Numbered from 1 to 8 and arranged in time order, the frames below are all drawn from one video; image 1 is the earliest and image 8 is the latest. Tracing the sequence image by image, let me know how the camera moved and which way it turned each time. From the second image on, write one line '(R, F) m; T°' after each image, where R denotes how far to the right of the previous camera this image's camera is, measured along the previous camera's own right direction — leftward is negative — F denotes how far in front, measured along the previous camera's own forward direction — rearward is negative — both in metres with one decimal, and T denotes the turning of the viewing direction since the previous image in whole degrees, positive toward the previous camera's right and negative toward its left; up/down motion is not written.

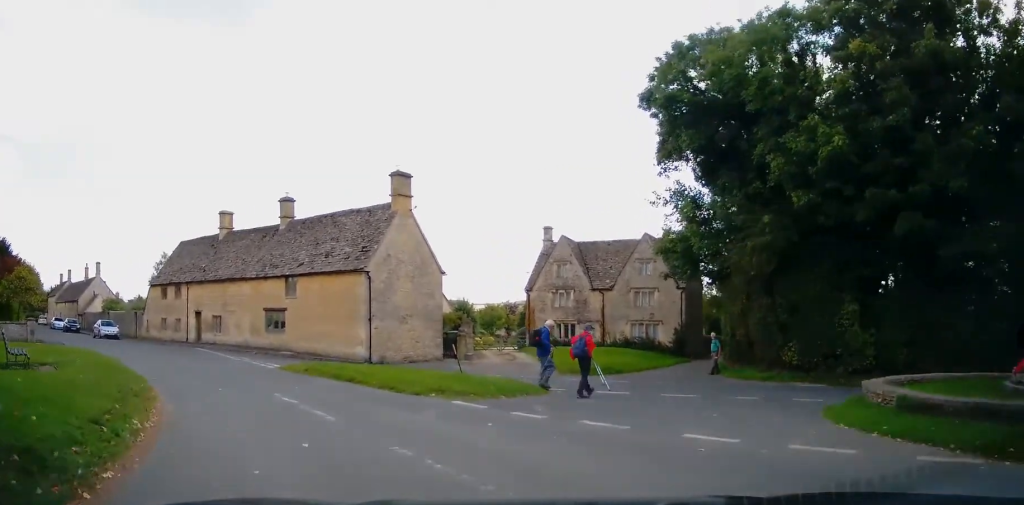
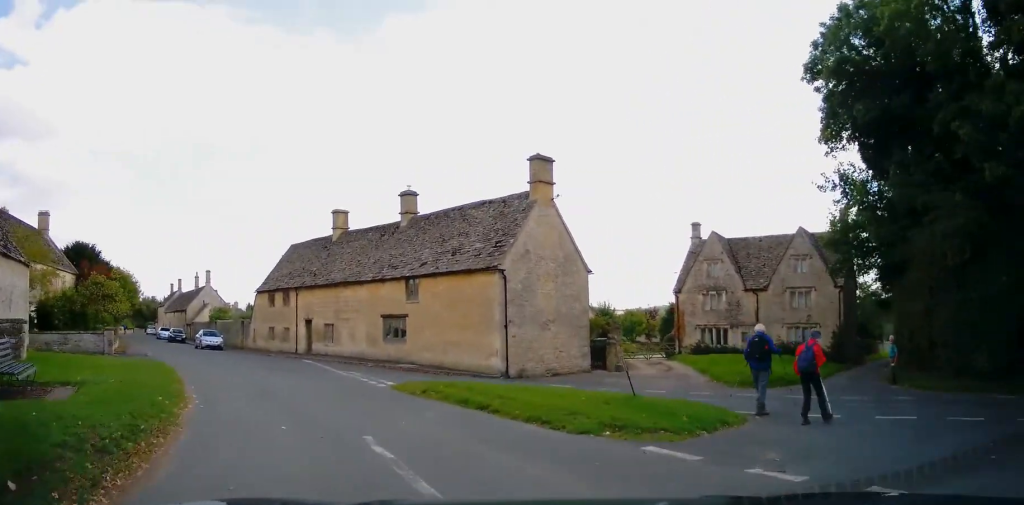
(-0.3, +3.4) m; -11°
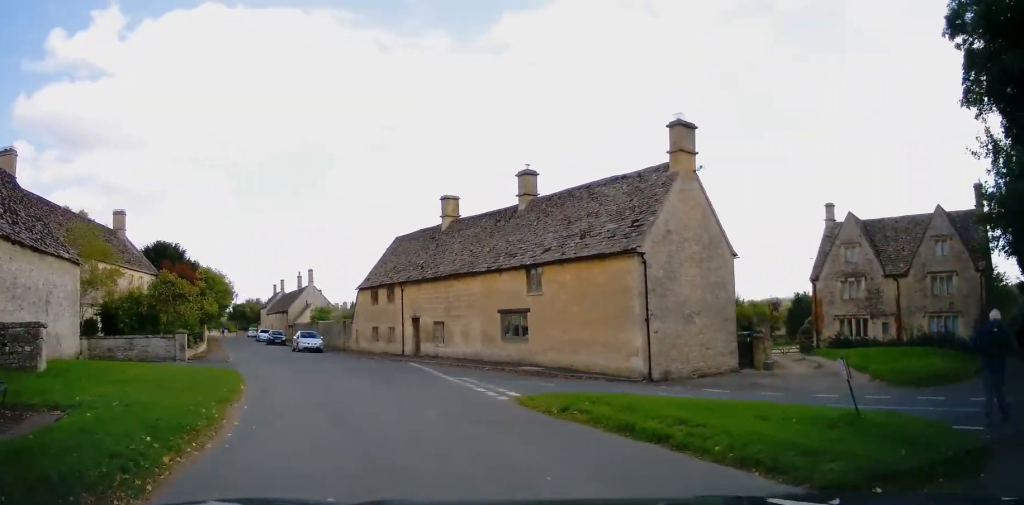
(-0.3, +3.0) m; -9°
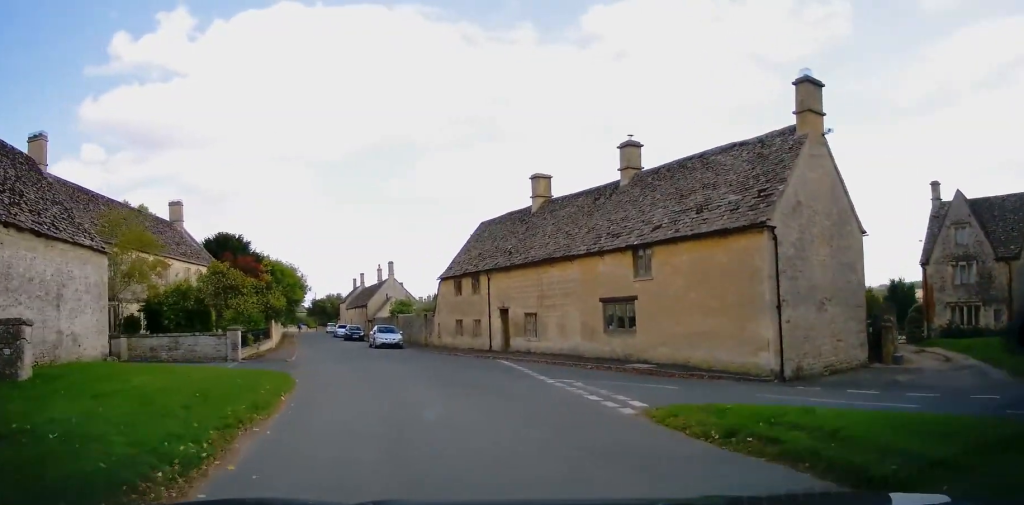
(-0.1, +2.7) m; -7°
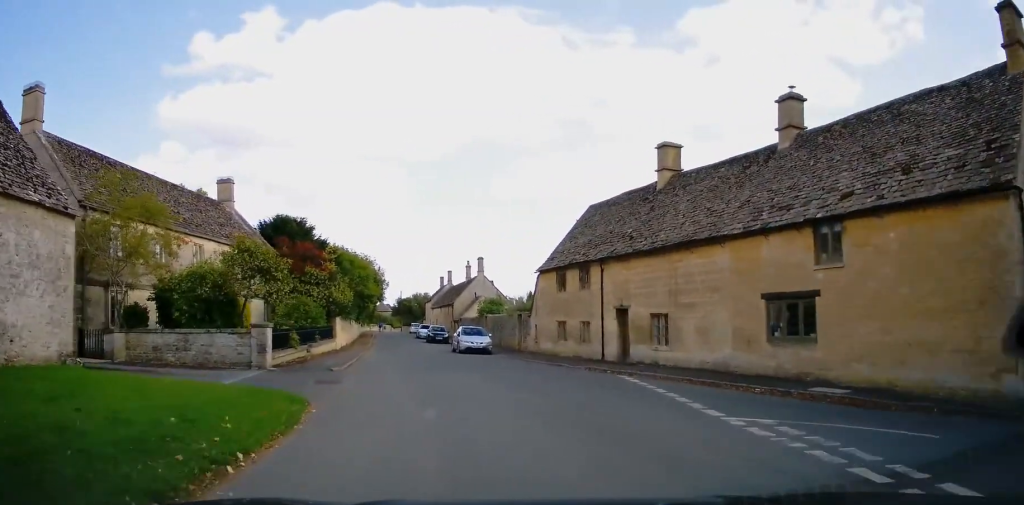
(-0.5, +5.0) m; -8°
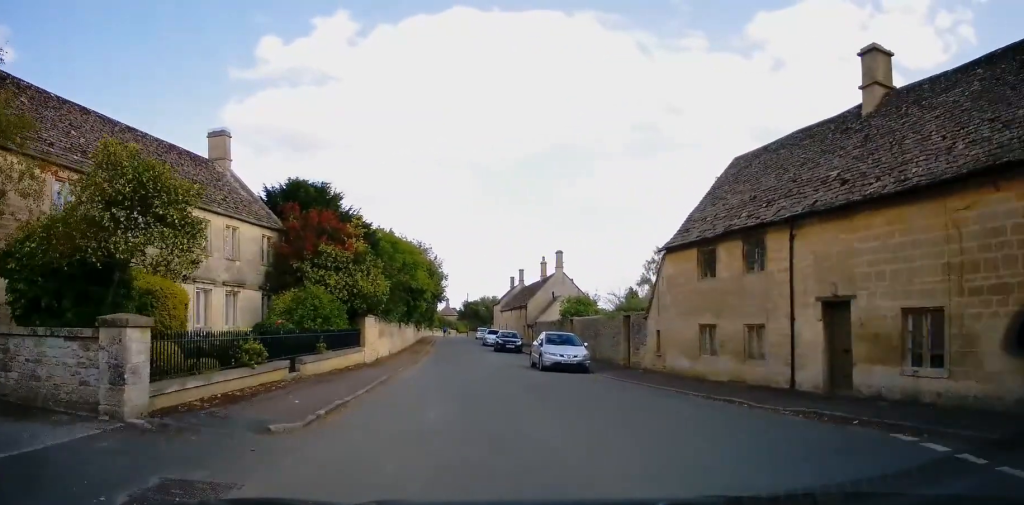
(-0.8, +9.2) m; -7°
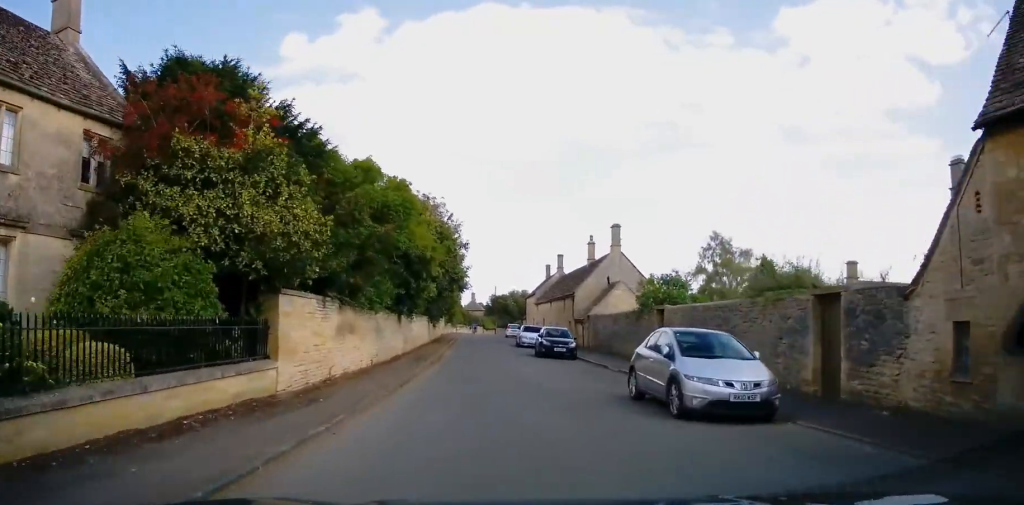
(-0.6, +12.4) m; -2°
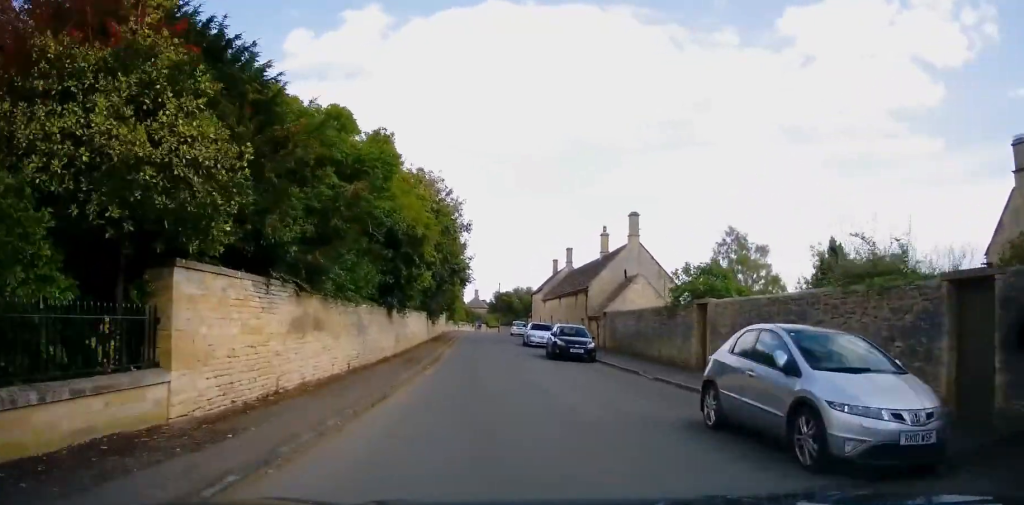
(0.0, +3.6) m; 0°
